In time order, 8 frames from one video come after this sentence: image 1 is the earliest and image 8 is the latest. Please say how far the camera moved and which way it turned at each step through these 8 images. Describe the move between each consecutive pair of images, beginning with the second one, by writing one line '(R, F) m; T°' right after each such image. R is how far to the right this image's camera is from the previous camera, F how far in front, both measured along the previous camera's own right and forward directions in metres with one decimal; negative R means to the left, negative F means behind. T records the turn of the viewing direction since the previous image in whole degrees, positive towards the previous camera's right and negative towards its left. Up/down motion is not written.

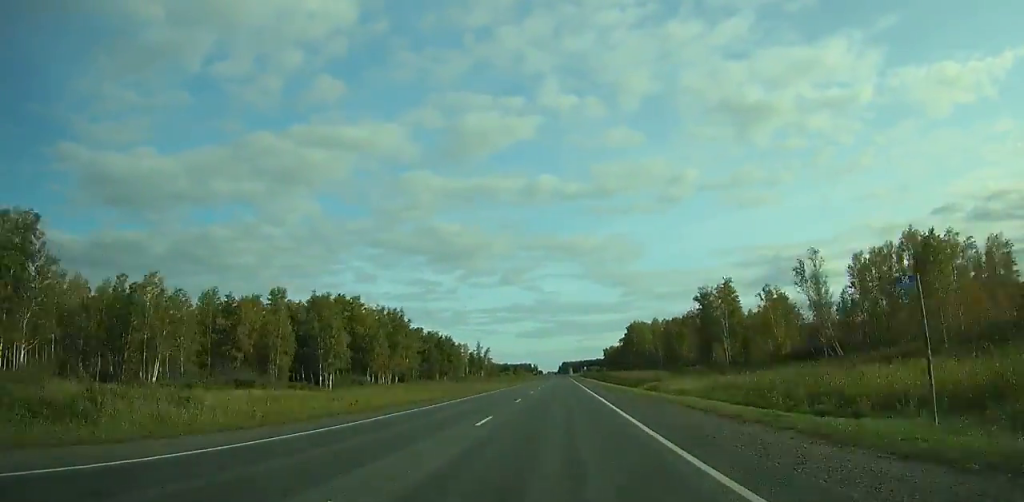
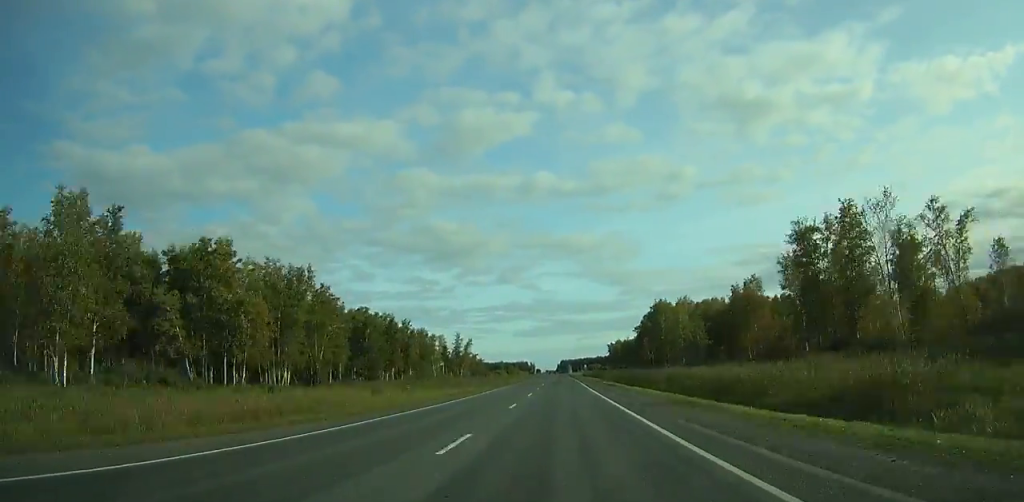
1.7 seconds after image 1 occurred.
(-0.1, +53.7) m; +6°
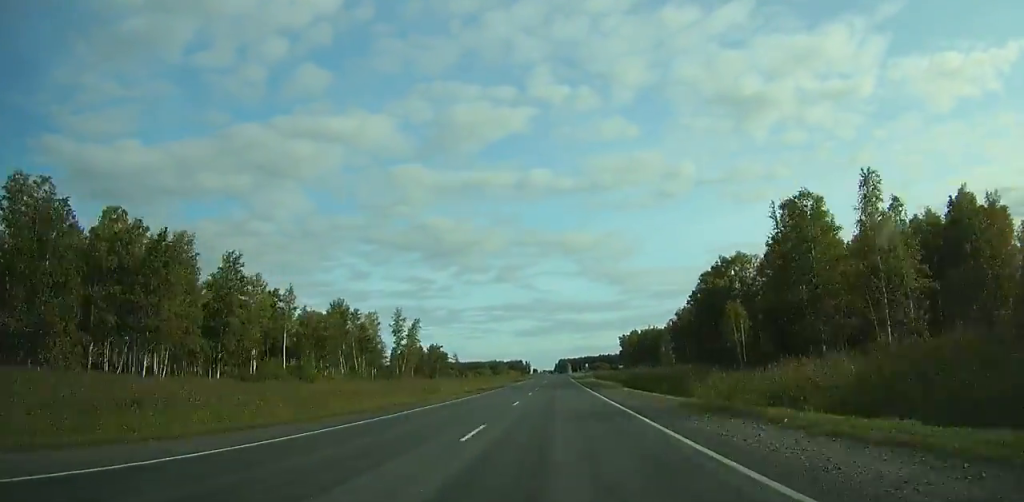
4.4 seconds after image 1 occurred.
(+6.0, +80.3) m; +3°
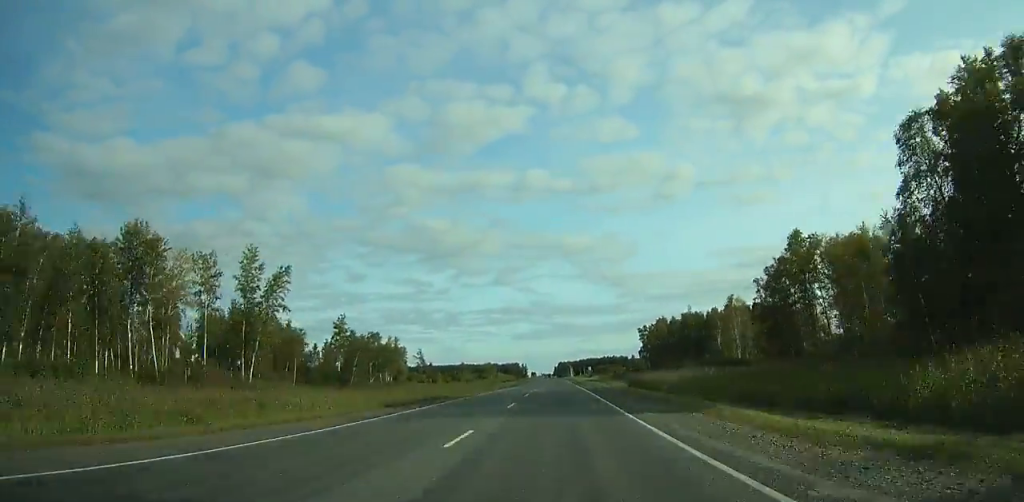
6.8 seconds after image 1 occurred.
(+9.1, +67.1) m; -9°
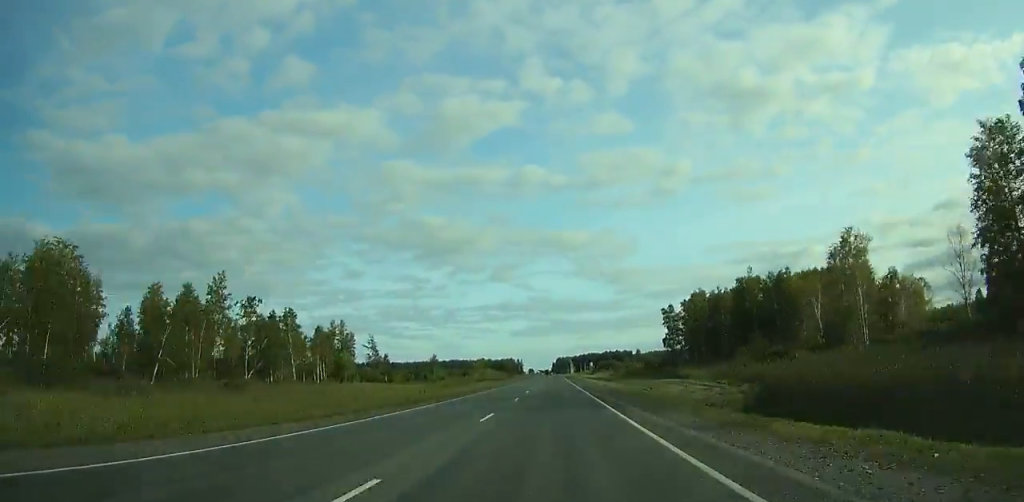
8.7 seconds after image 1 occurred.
(-21.1, +58.1) m; -9°
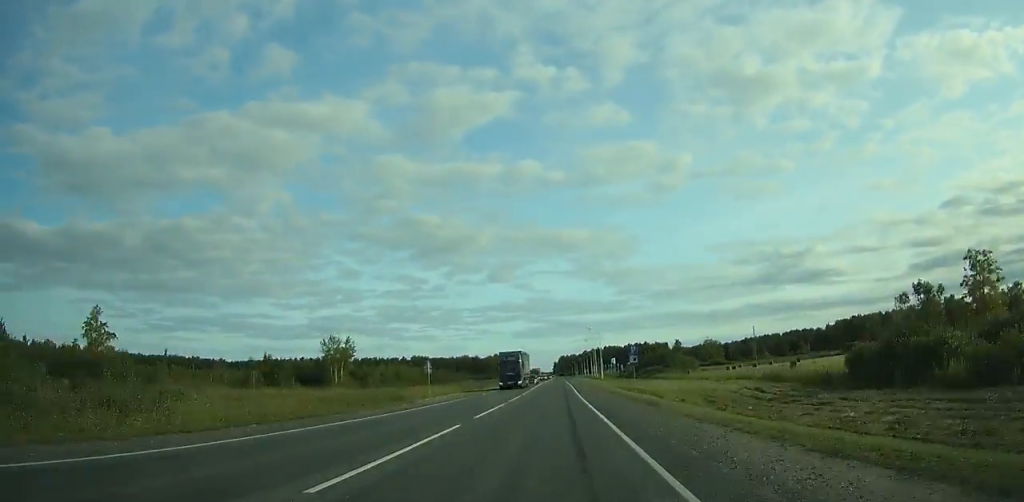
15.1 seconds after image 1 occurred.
(+20.0, +195.4) m; +9°
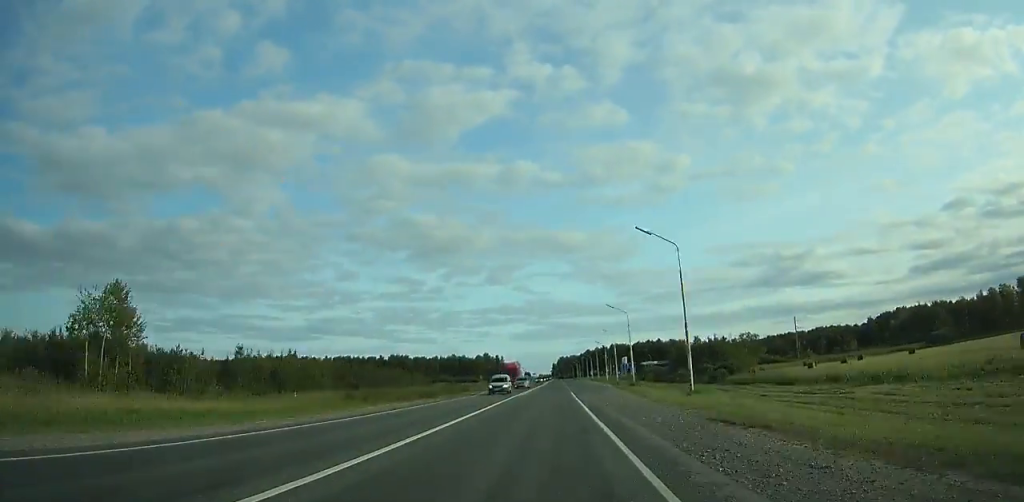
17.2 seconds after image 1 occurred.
(-0.1, +61.7) m; 0°
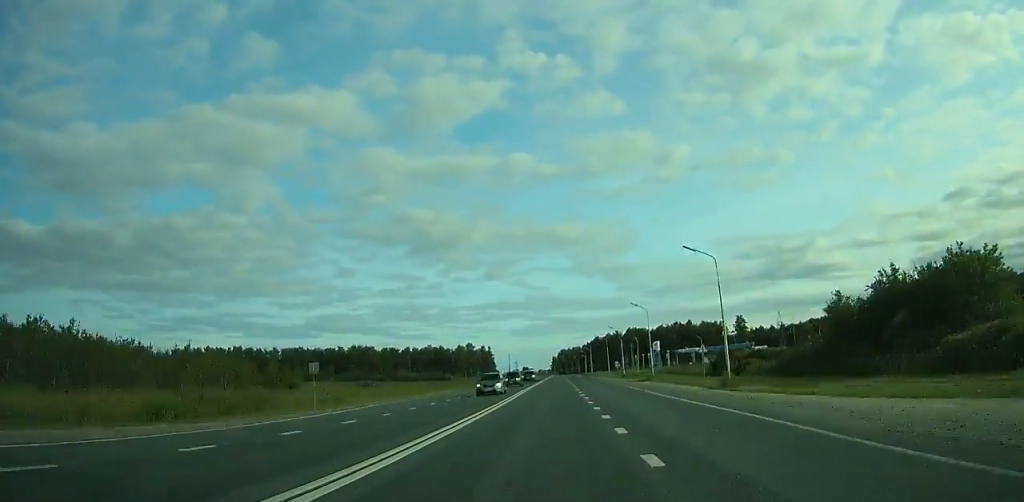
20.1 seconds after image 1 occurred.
(-0.1, +83.6) m; 0°
